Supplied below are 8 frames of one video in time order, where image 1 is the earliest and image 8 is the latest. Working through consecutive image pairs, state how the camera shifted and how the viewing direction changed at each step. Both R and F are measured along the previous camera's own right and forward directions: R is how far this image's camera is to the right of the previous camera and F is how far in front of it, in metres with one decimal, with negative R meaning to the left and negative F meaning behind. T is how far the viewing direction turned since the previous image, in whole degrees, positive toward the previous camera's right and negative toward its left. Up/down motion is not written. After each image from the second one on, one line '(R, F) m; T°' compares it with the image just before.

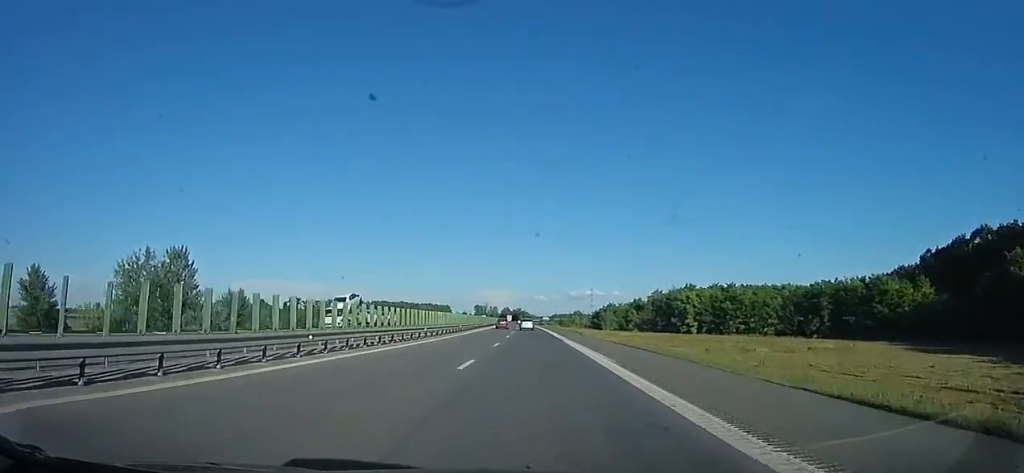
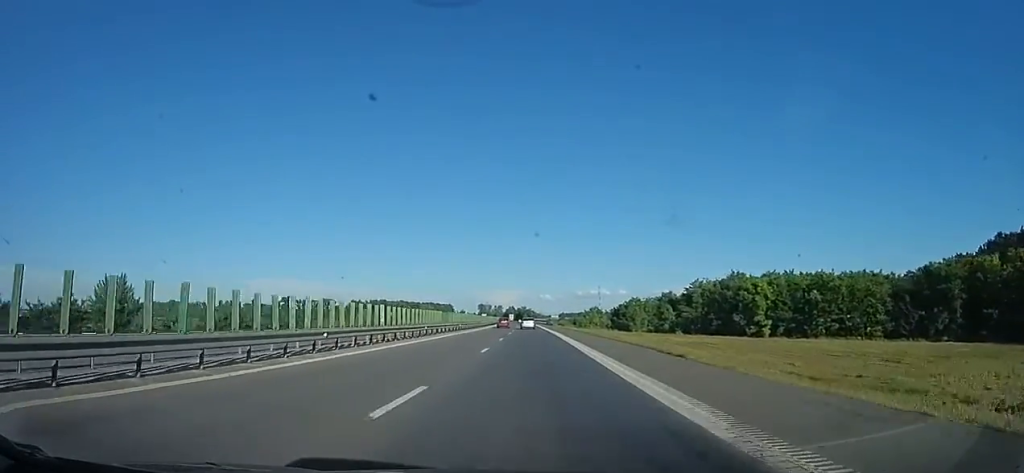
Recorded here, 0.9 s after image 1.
(0.0, +30.9) m; -1°
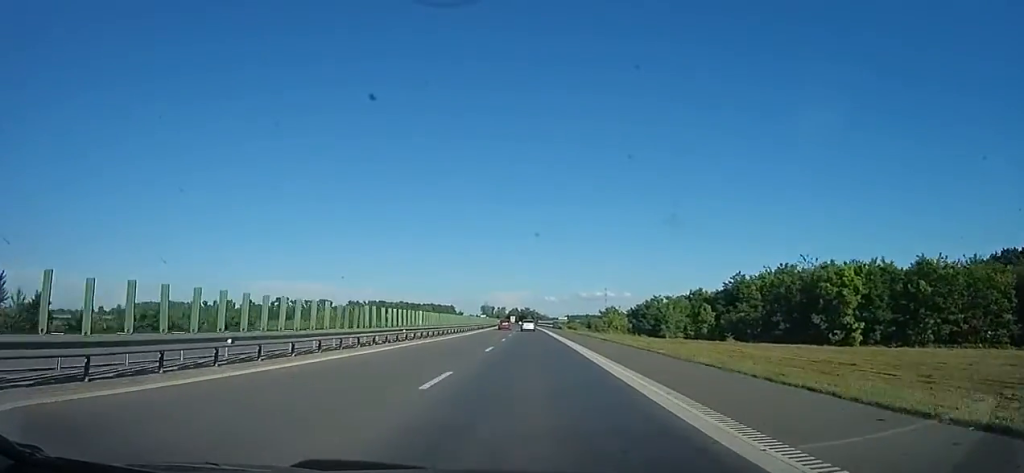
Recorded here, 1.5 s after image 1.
(-0.1, +21.3) m; -1°
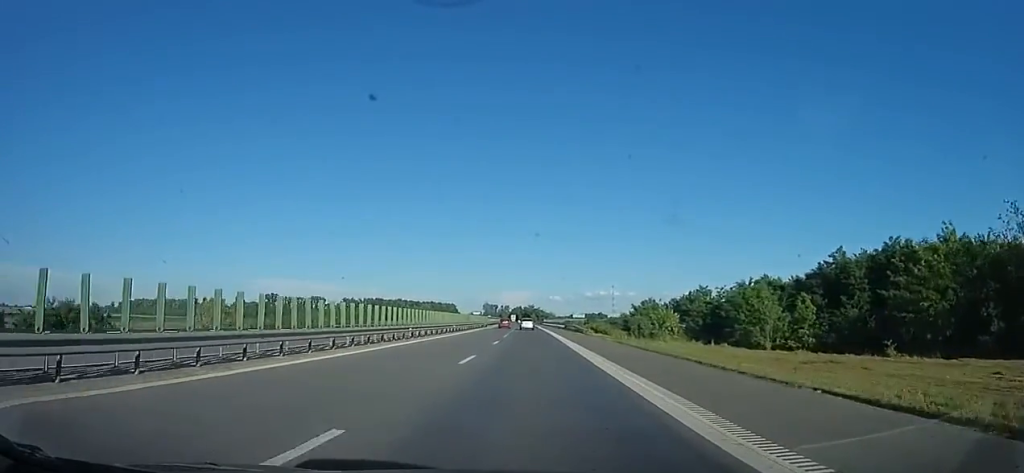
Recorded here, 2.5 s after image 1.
(-0.8, +30.6) m; 0°
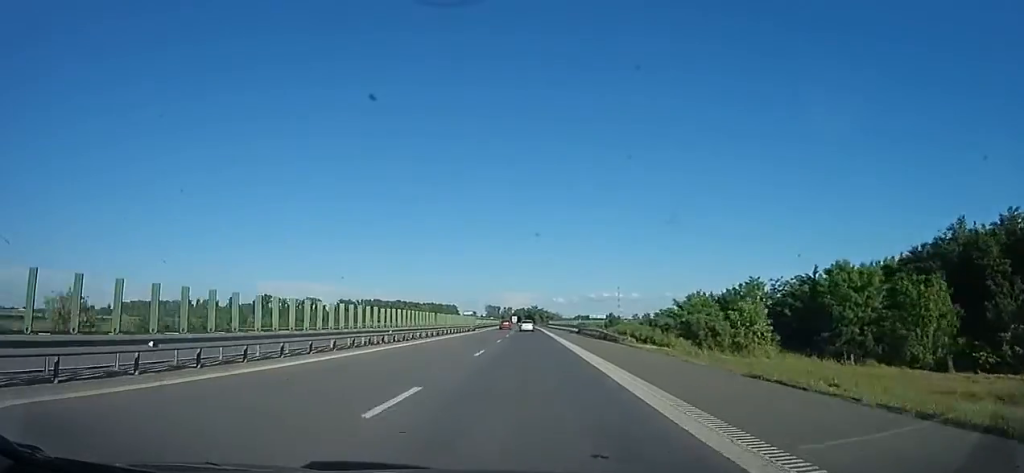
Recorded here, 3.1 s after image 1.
(+0.8, +20.0) m; 0°
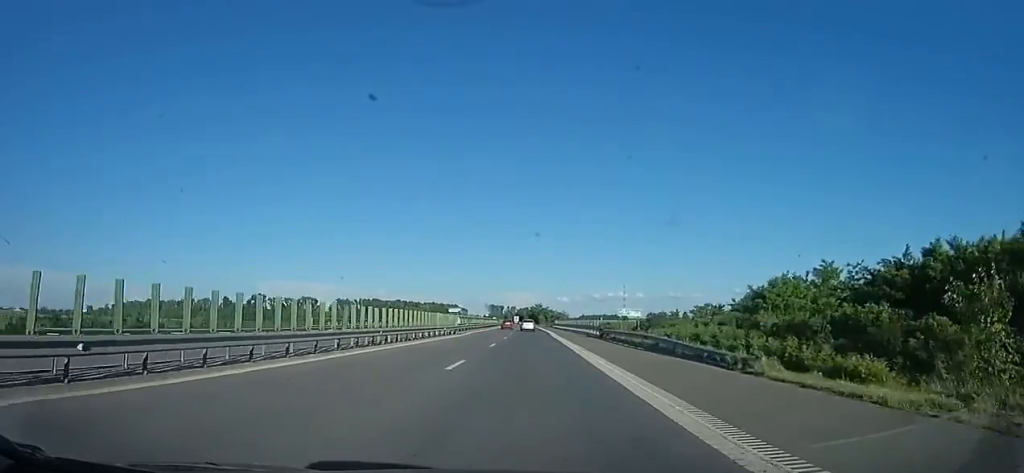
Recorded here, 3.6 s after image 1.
(-0.1, +17.7) m; -1°
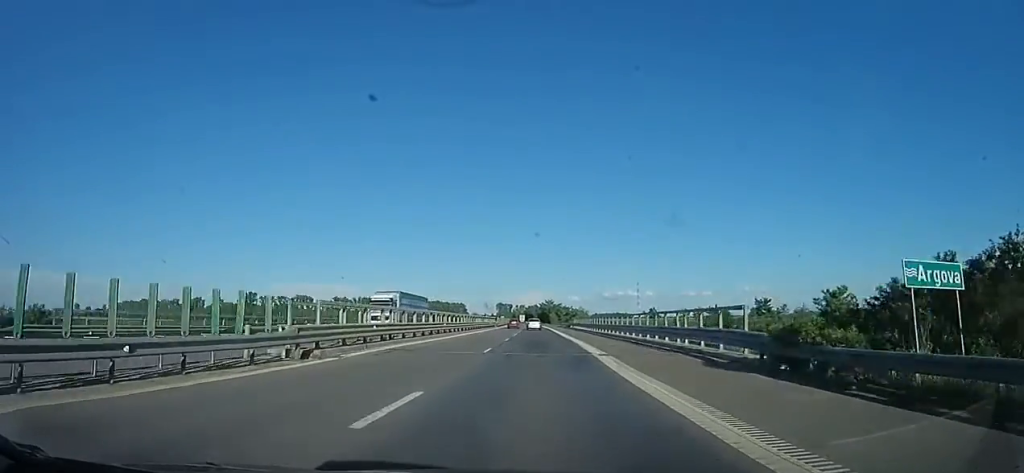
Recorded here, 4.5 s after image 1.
(-0.9, +31.5) m; -1°
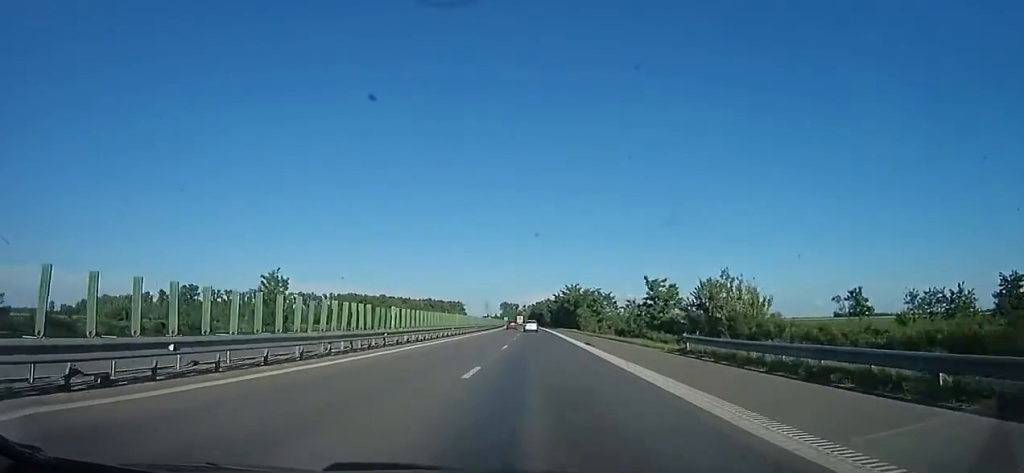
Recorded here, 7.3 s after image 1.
(+0.7, +91.6) m; -1°
